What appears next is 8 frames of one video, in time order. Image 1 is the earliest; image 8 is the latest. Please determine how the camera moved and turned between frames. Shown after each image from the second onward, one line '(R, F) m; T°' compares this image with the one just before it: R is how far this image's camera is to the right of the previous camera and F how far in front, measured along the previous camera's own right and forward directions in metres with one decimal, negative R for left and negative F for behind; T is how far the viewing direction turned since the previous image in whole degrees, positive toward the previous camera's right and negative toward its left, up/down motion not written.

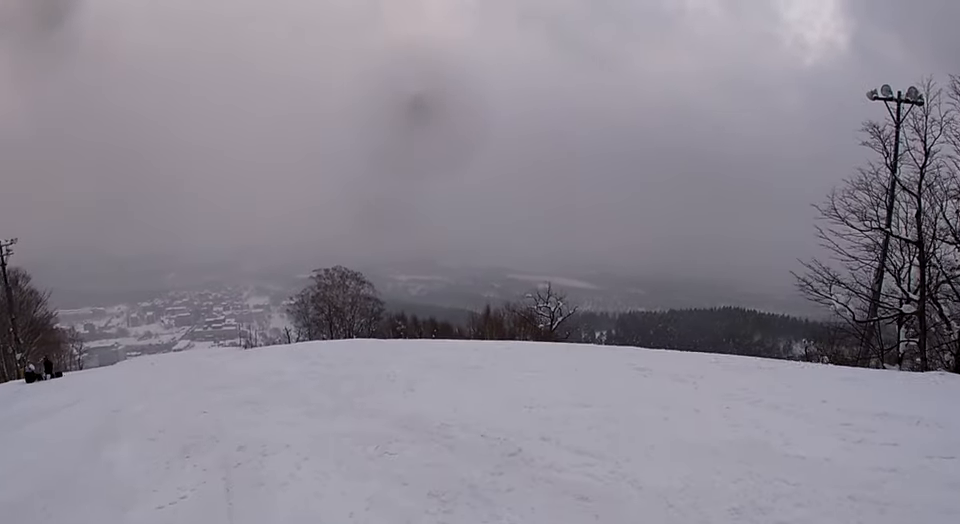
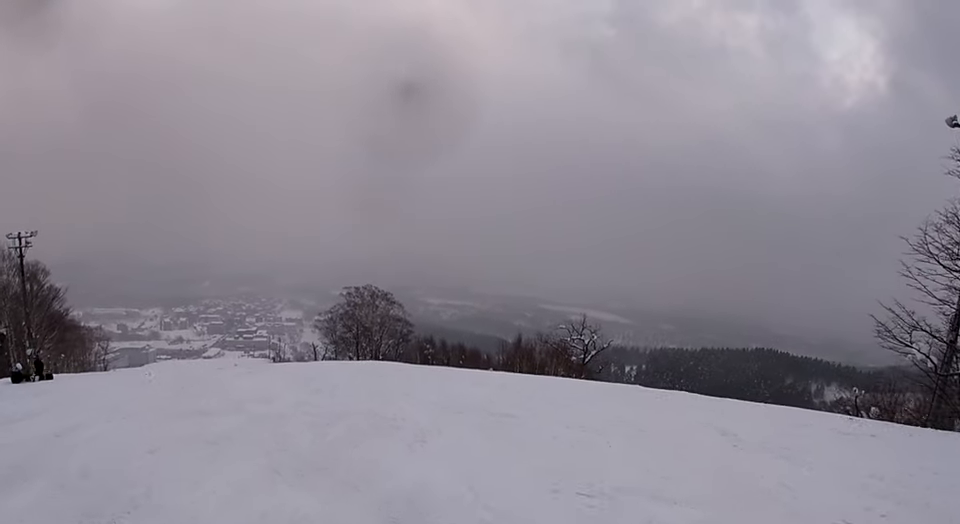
(-0.7, +2.4) m; -8°
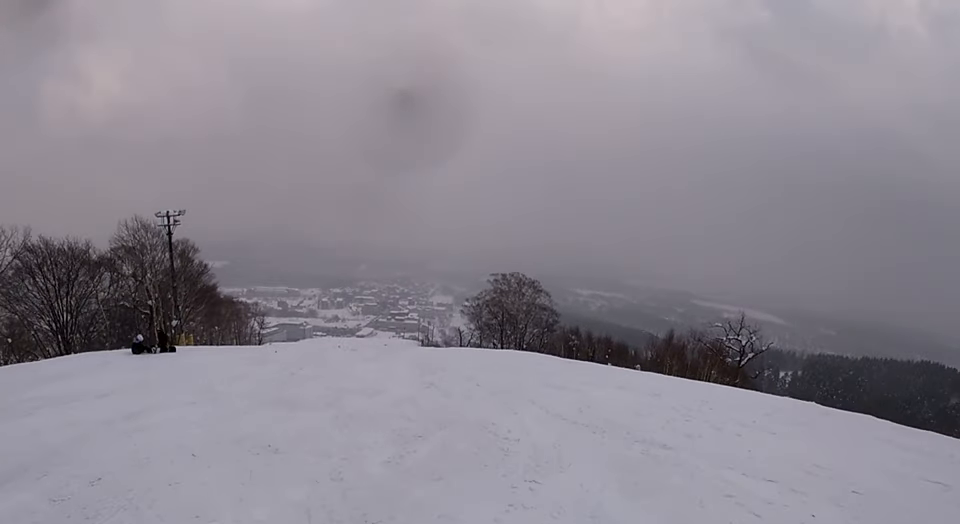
(-0.3, +2.2) m; -8°
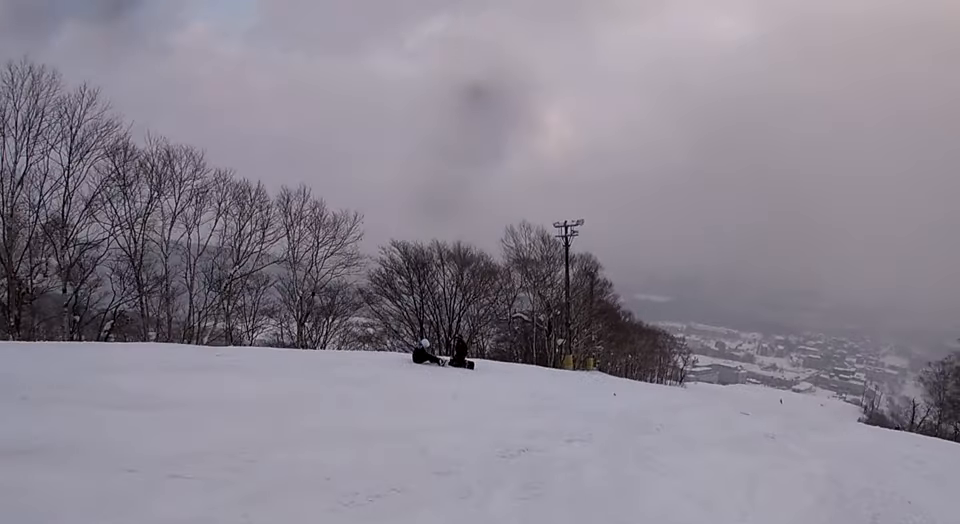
(-1.9, +8.2) m; -27°
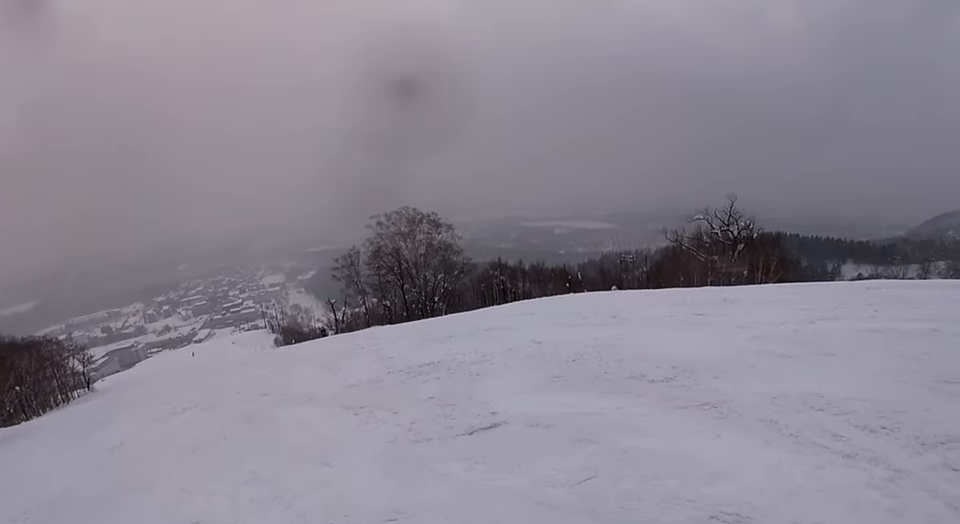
(+0.9, +12.2) m; +23°
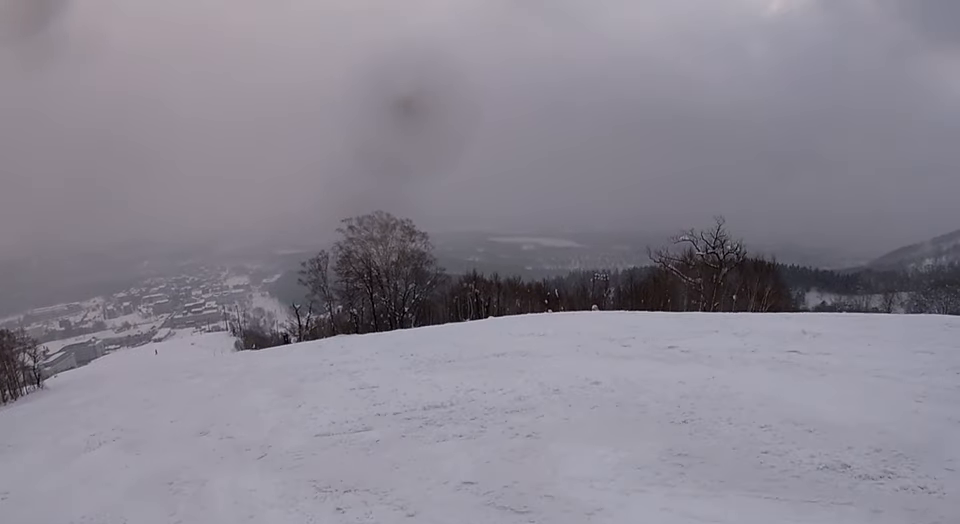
(0.0, +3.1) m; 0°
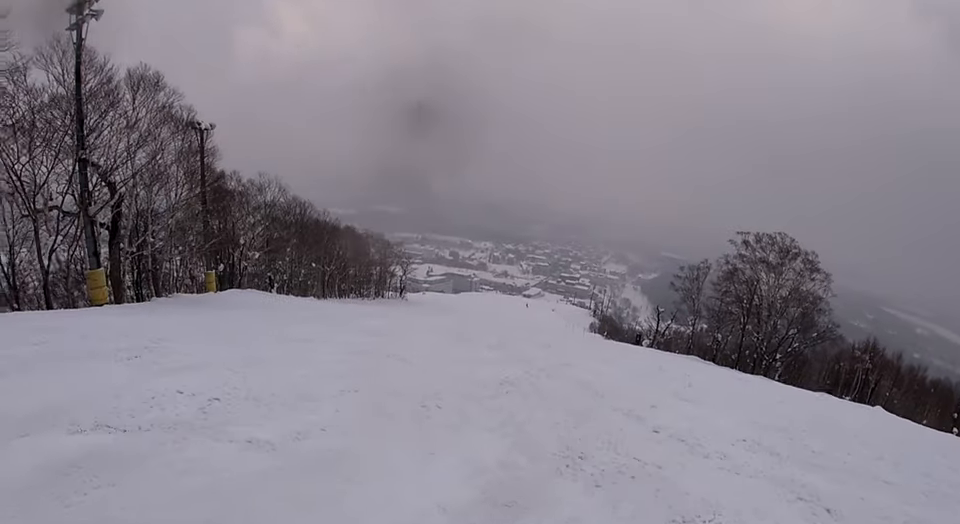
(-0.1, +7.3) m; -16°
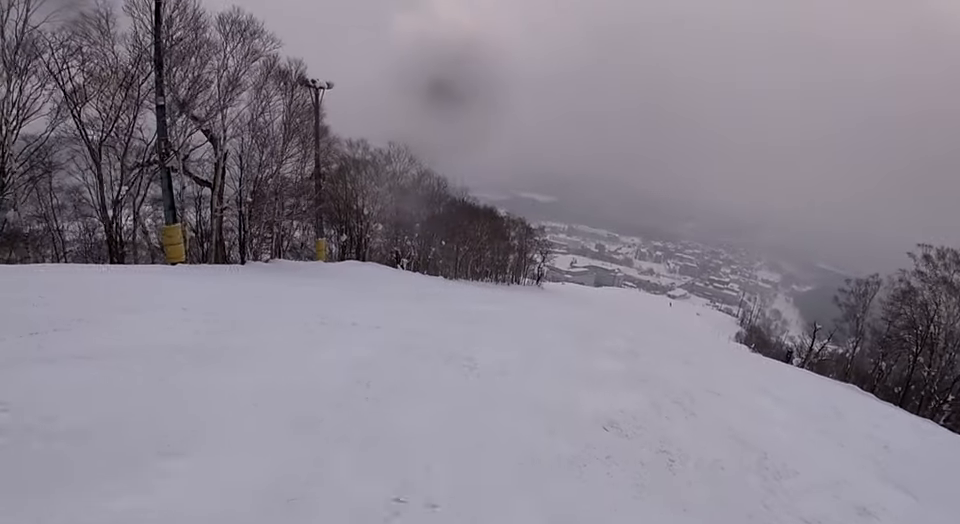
(-0.9, +3.8) m; -10°
